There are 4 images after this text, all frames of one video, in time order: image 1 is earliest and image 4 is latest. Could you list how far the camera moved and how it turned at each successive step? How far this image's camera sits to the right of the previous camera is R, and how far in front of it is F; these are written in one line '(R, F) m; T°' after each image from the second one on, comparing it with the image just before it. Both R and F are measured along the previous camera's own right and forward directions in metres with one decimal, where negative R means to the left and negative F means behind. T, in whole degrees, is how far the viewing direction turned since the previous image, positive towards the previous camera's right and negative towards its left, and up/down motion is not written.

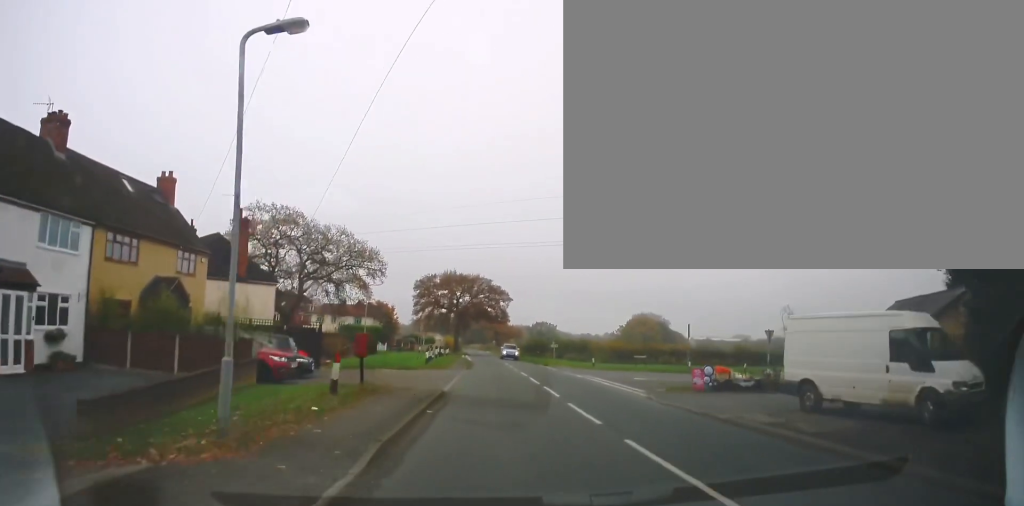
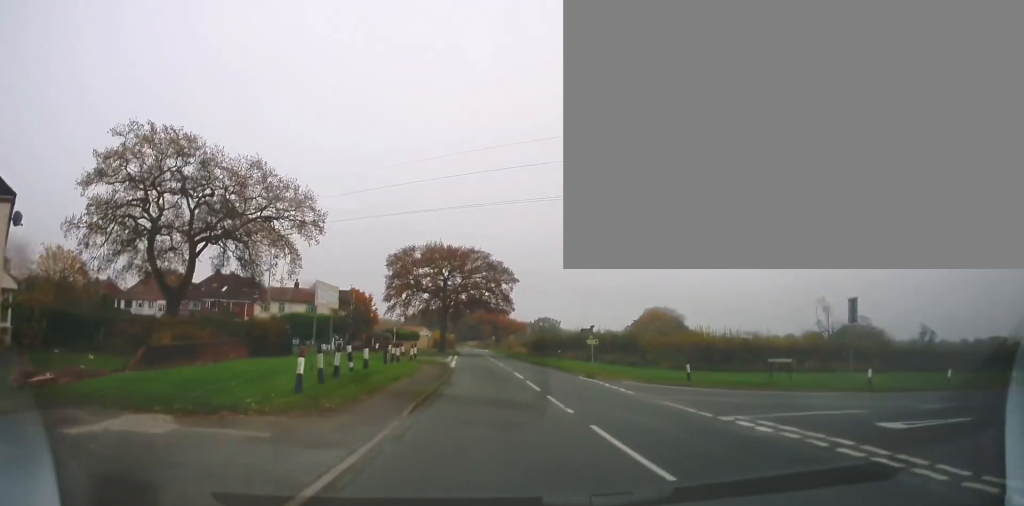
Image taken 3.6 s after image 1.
(+0.3, +23.4) m; -3°
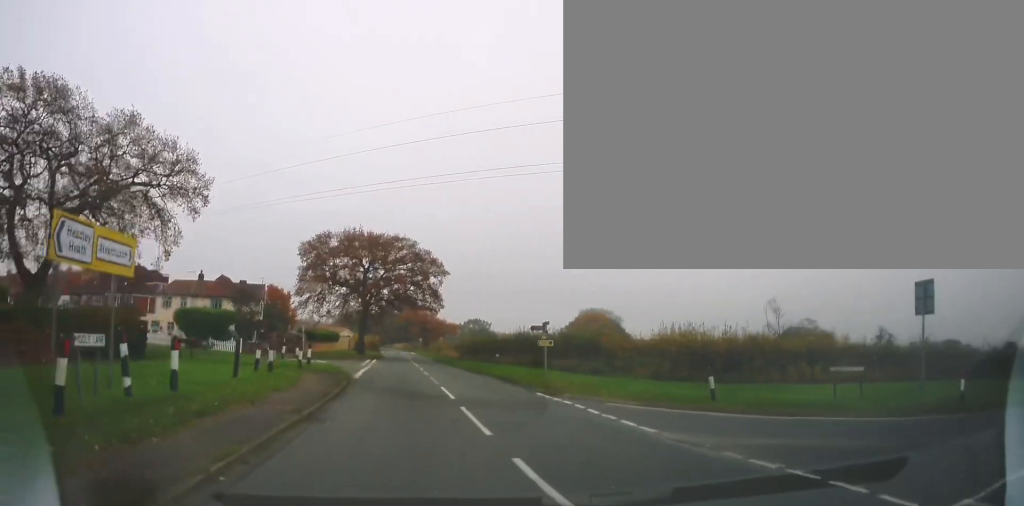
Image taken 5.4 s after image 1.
(+0.3, +9.0) m; +15°
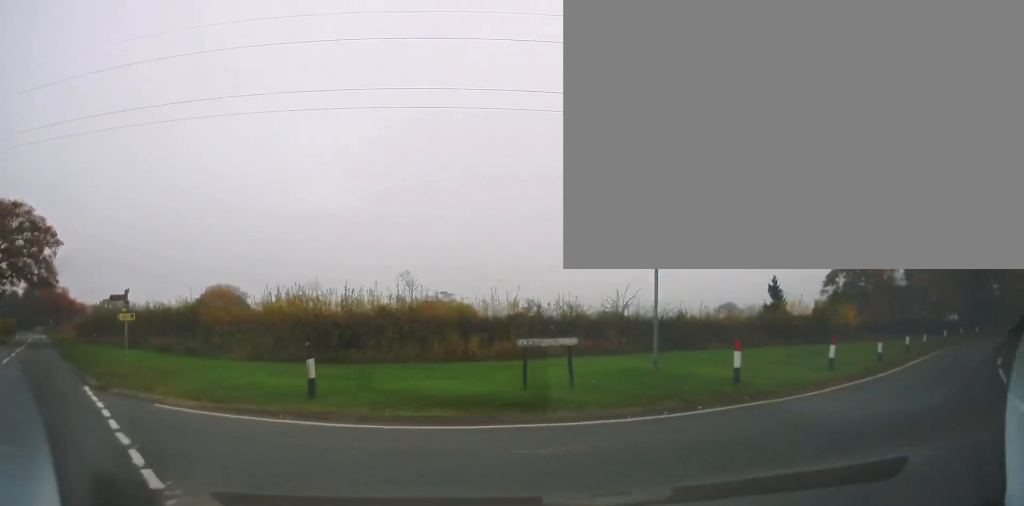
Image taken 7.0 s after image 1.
(+1.7, +6.4) m; +33°
